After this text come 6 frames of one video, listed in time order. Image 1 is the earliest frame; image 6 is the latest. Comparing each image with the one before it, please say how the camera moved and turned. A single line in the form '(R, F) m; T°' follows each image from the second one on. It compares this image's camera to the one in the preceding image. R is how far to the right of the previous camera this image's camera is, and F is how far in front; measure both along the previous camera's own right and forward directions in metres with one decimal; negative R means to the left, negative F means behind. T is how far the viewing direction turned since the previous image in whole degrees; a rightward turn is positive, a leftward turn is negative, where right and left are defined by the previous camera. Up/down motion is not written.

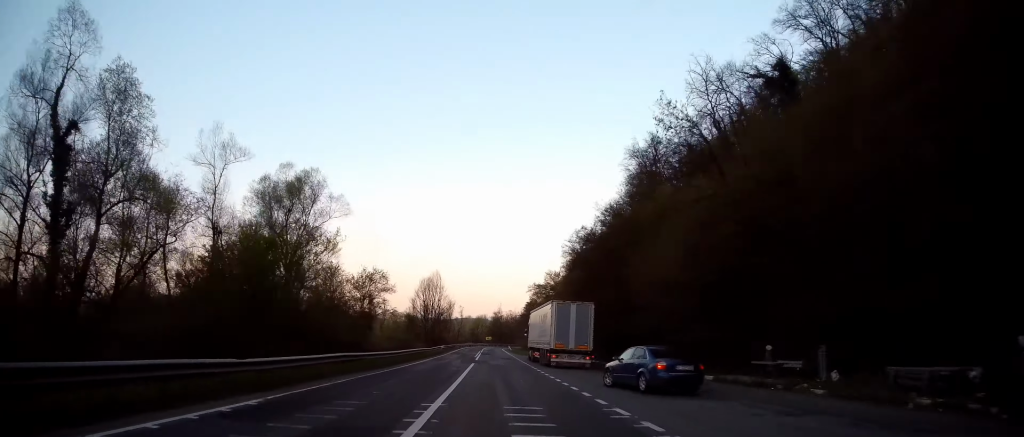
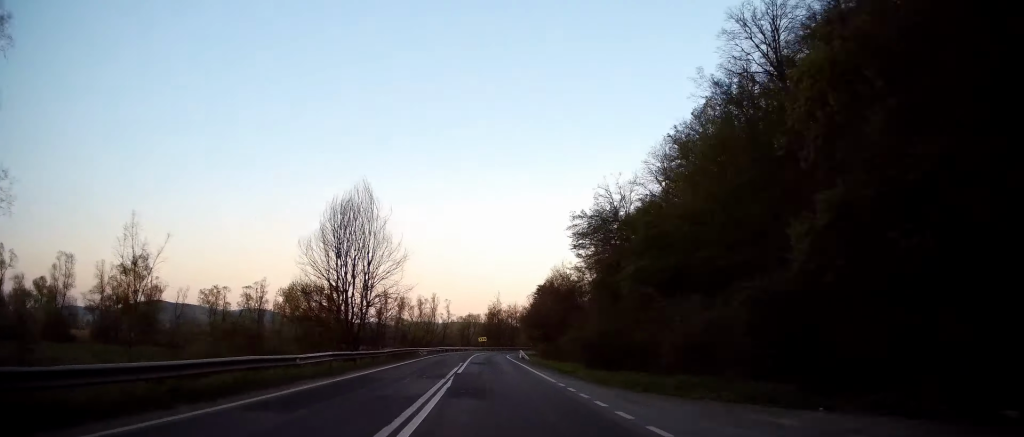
(+0.1, +48.7) m; +1°
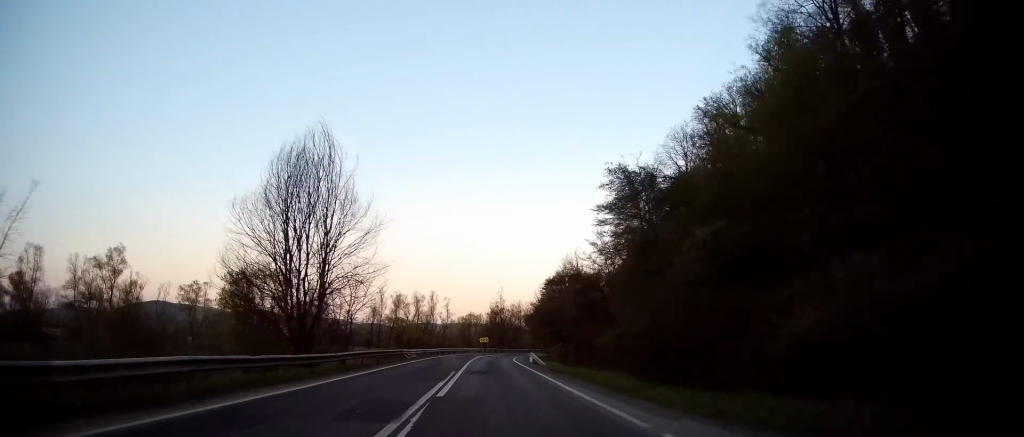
(+0.1, +10.6) m; 0°
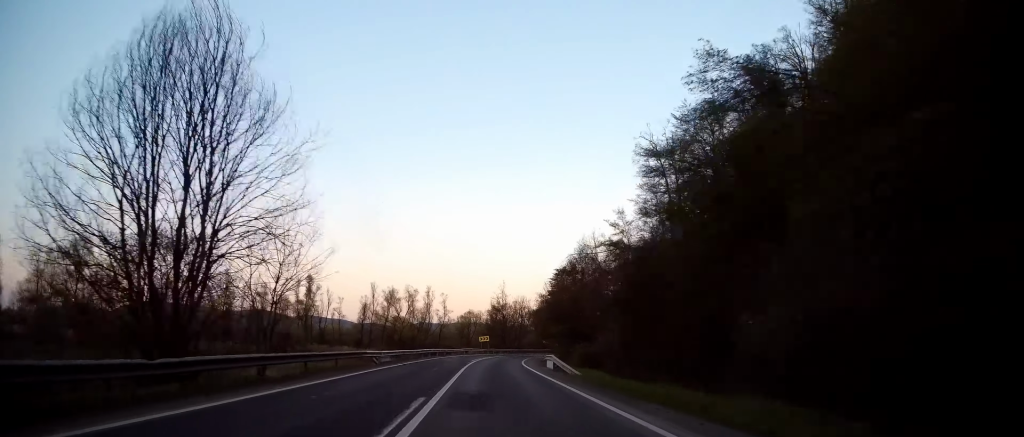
(+0.2, +12.2) m; 0°
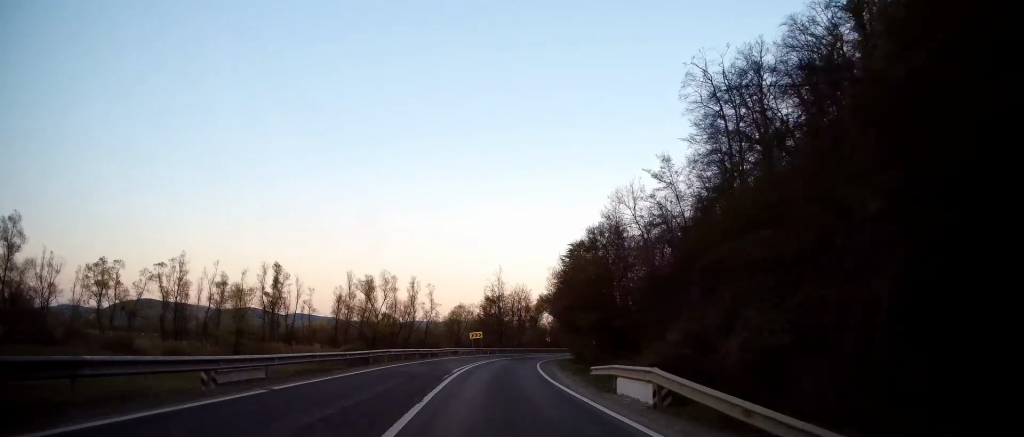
(-0.3, +18.6) m; -1°
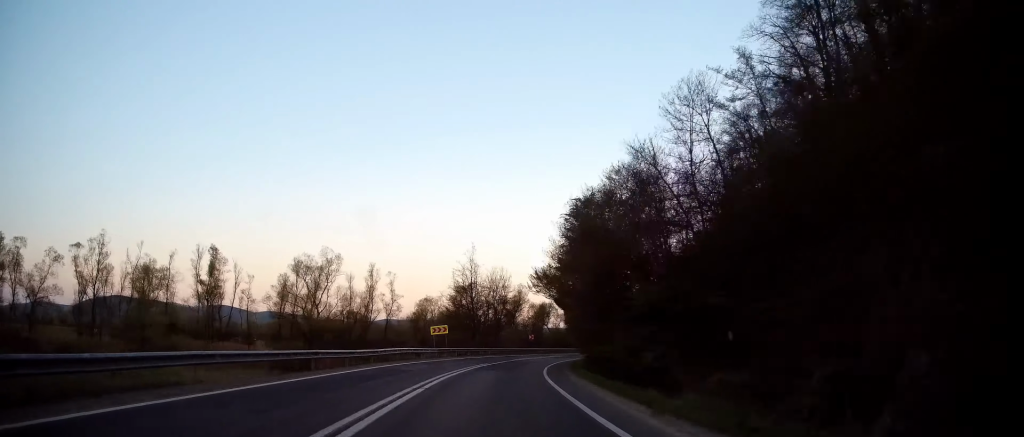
(-0.1, +19.2) m; +1°
